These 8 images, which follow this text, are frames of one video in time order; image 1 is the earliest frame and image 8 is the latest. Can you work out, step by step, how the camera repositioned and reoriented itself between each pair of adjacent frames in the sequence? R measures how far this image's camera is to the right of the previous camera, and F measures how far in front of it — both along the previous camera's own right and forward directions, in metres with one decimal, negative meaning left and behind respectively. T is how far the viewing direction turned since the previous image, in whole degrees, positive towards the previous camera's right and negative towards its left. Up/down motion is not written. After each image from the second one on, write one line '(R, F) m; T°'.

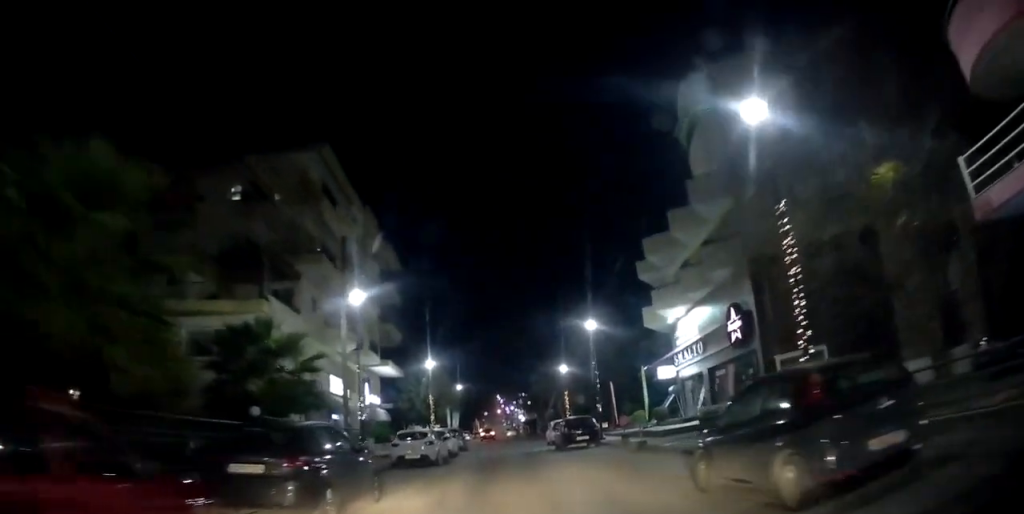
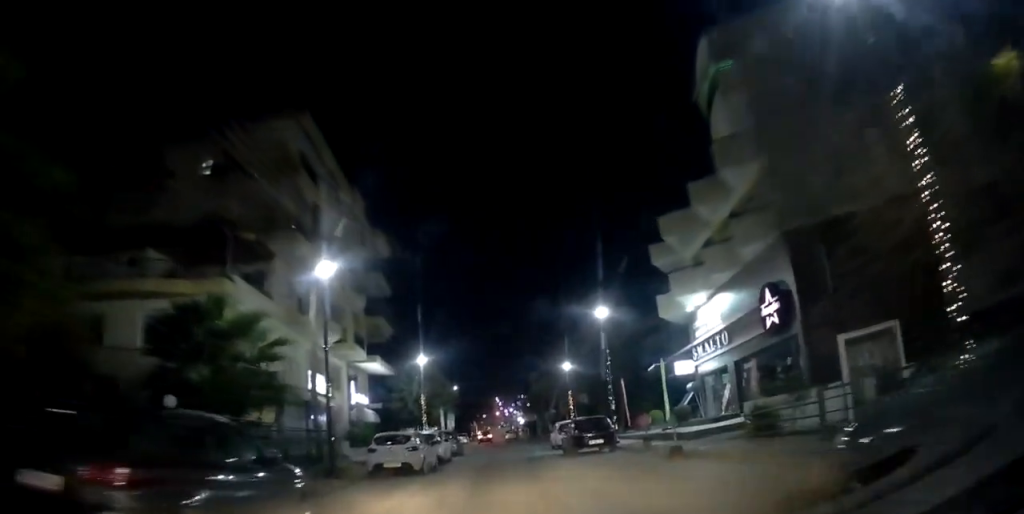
(0.0, +3.7) m; 0°
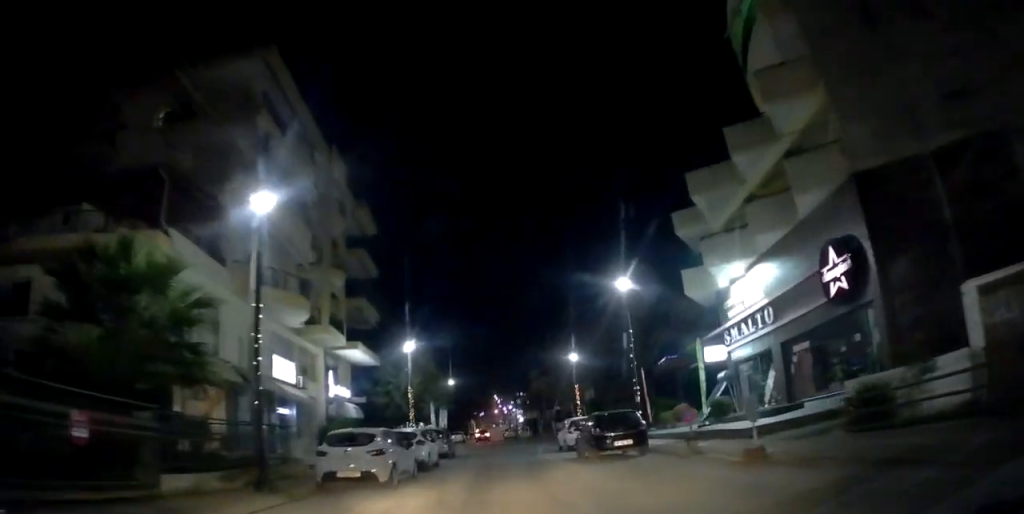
(0.0, +4.8) m; +1°
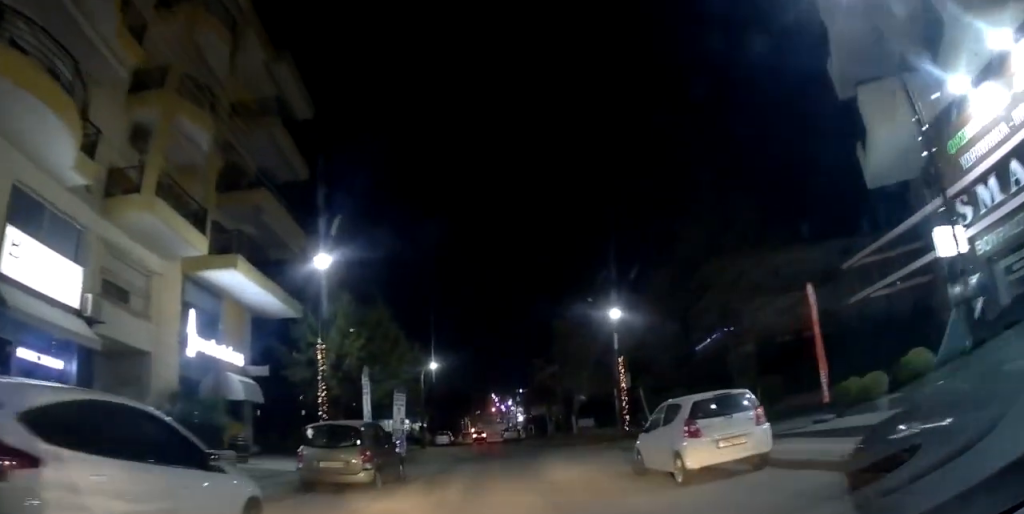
(+0.4, +15.6) m; 0°
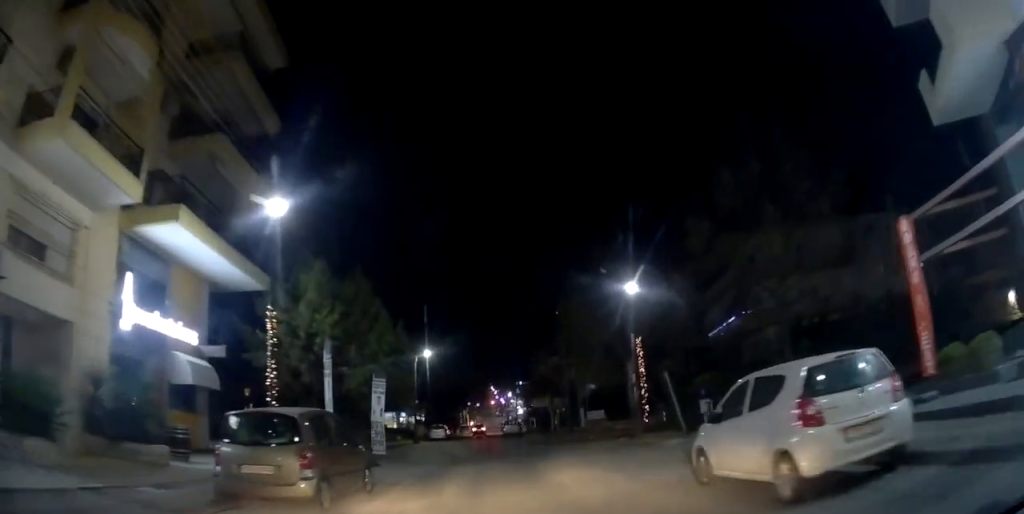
(-0.1, +3.5) m; -1°
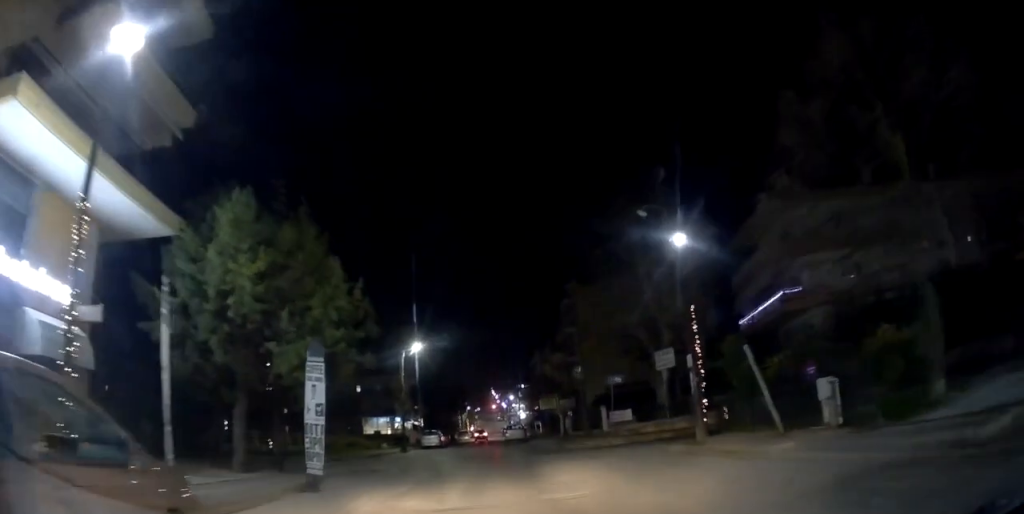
(-0.1, +6.1) m; +1°
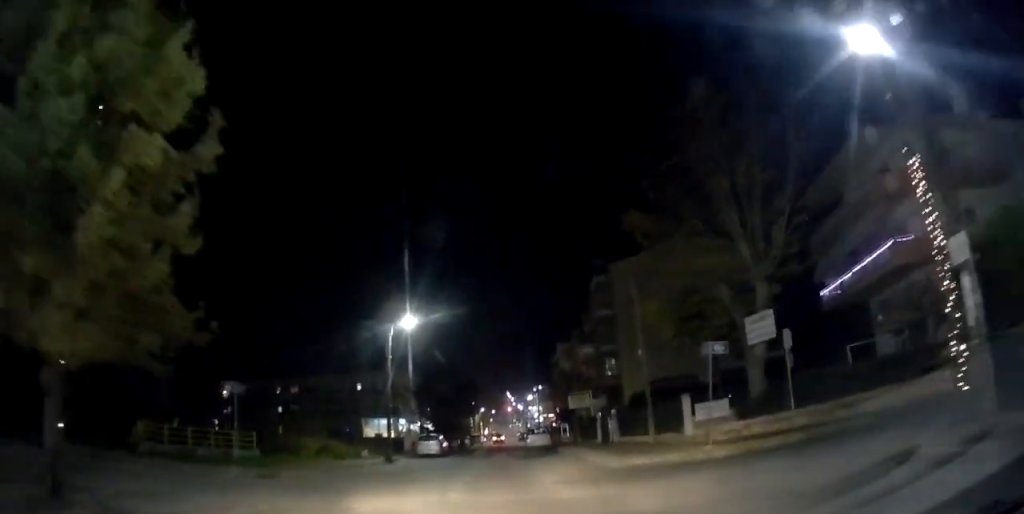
(+0.3, +9.6) m; 0°
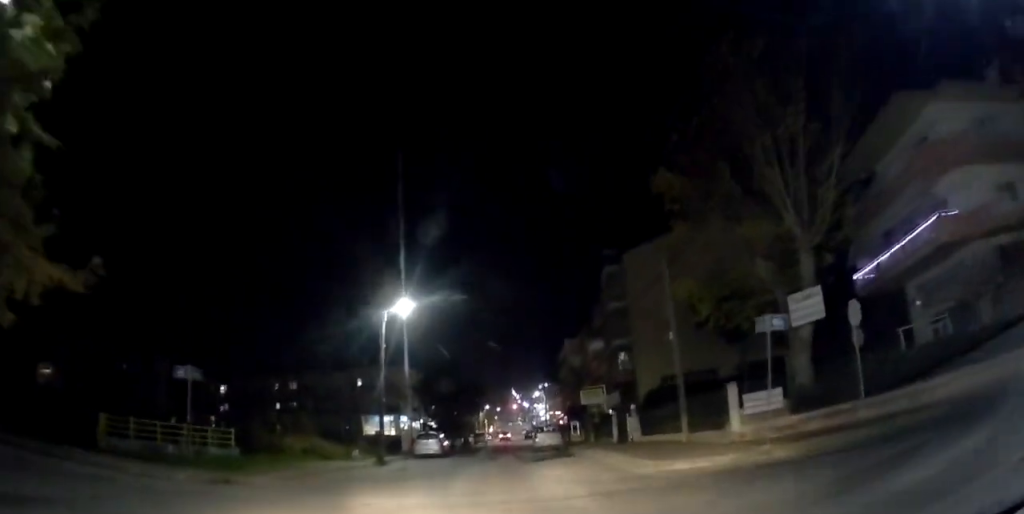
(-0.2, +3.2) m; -3°
